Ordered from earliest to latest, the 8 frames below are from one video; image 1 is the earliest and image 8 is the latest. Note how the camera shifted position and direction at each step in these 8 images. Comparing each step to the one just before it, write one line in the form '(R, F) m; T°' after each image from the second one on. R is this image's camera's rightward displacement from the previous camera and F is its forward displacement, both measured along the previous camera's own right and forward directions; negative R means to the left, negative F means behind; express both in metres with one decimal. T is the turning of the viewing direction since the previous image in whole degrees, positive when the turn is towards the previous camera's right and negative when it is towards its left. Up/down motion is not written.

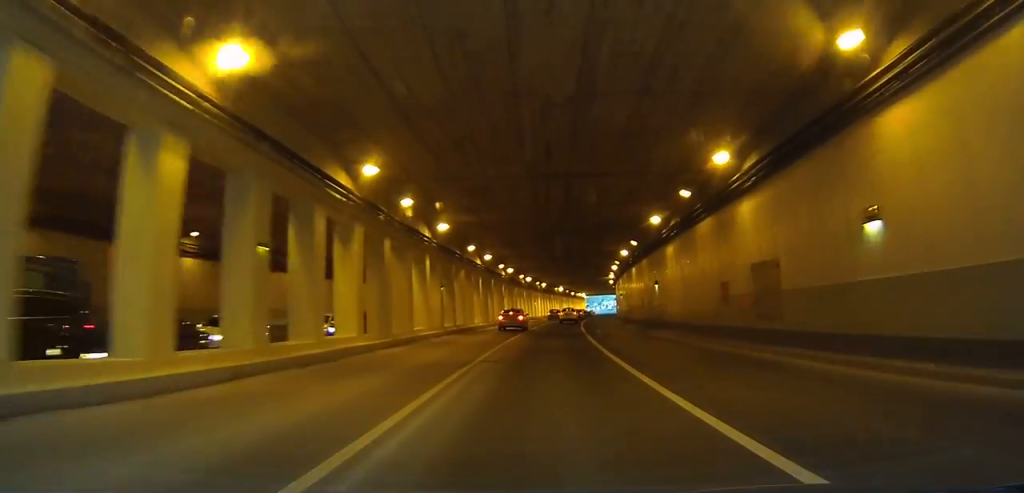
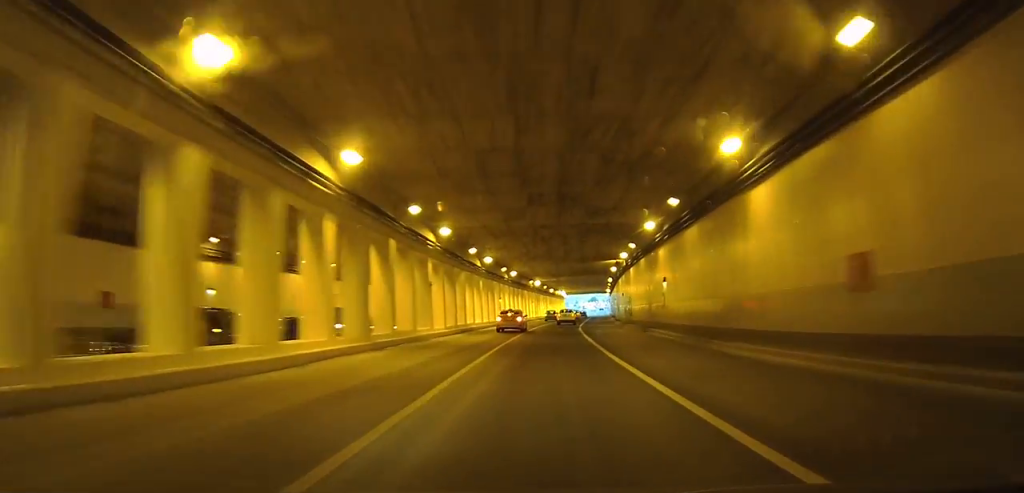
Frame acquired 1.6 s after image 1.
(-1.8, +28.9) m; -5°
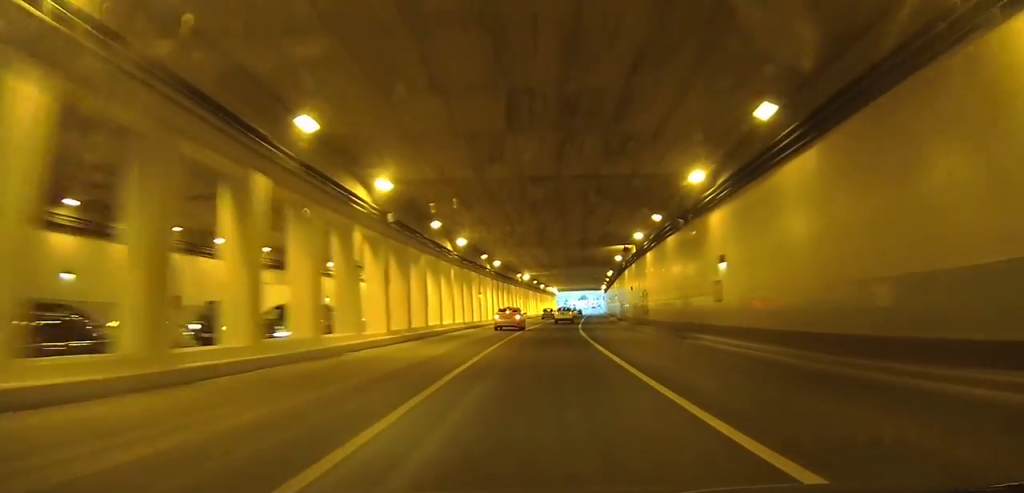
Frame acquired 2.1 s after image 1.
(-0.1, +10.2) m; 0°
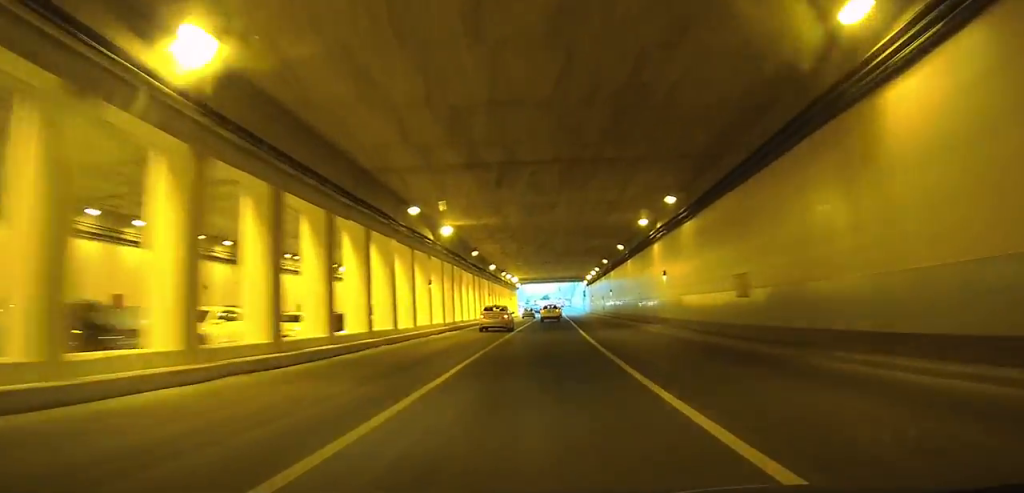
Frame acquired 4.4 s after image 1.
(+0.3, +36.8) m; +3°
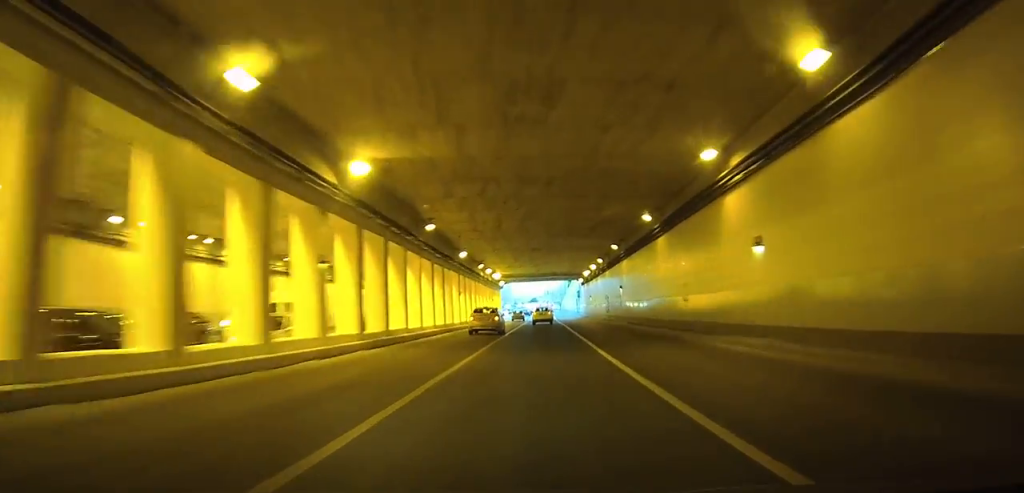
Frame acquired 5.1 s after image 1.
(+0.1, +11.4) m; +5°
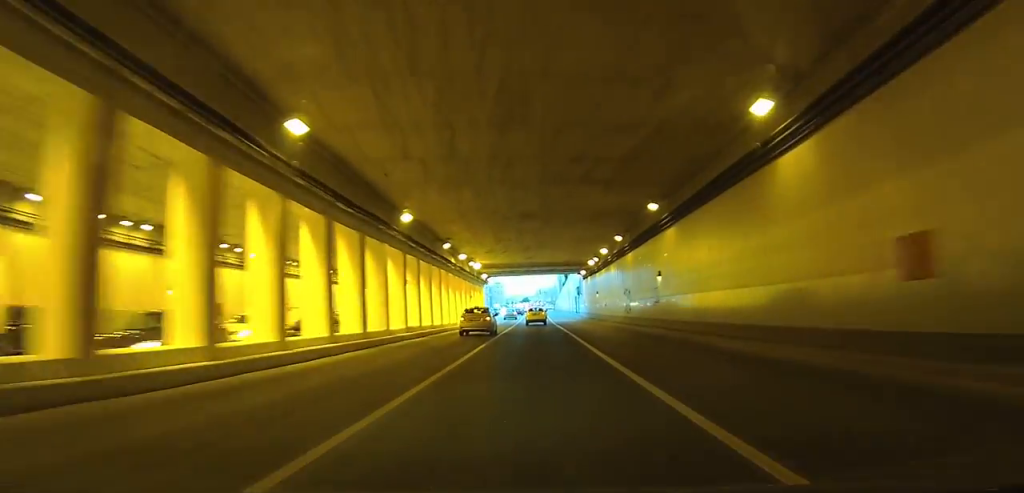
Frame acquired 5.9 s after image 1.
(+1.0, +14.5) m; +4°
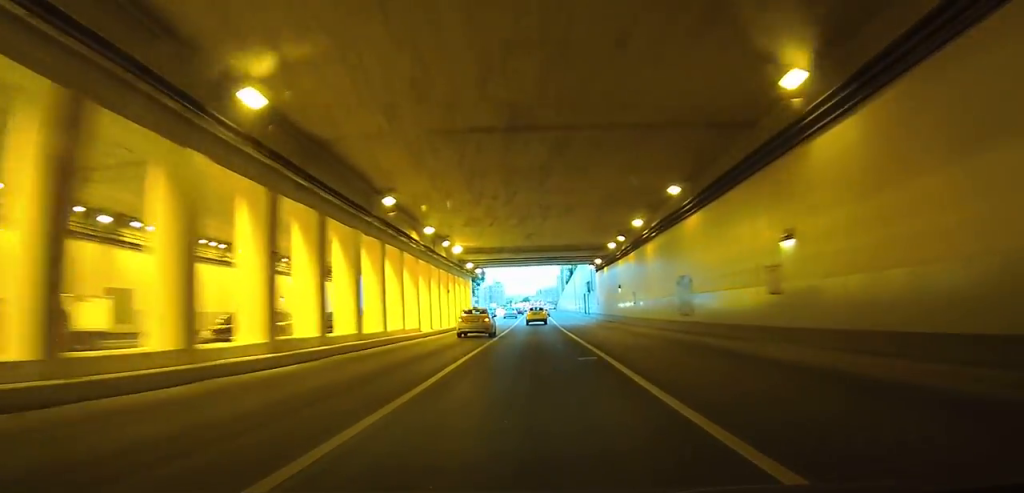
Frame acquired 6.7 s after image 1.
(+0.2, +14.3) m; +1°
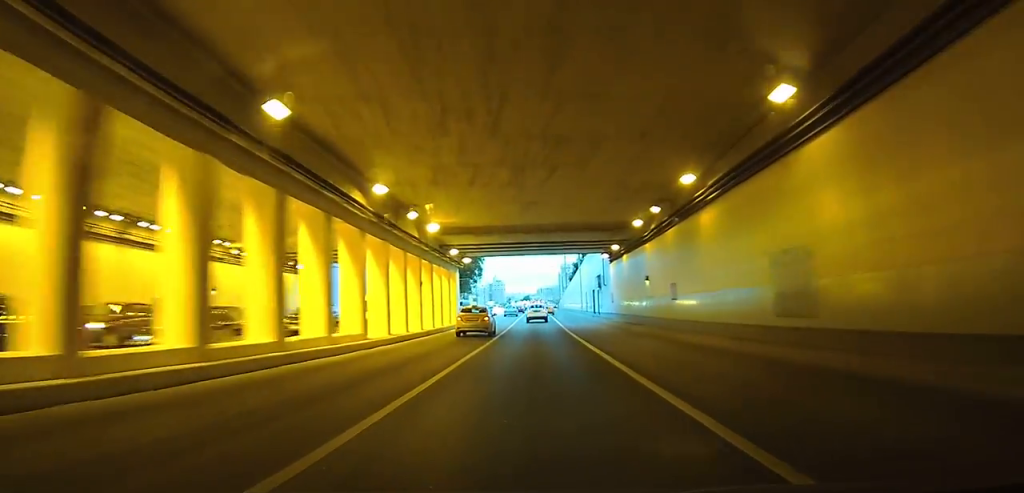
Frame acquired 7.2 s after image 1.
(0.0, +10.2) m; 0°
